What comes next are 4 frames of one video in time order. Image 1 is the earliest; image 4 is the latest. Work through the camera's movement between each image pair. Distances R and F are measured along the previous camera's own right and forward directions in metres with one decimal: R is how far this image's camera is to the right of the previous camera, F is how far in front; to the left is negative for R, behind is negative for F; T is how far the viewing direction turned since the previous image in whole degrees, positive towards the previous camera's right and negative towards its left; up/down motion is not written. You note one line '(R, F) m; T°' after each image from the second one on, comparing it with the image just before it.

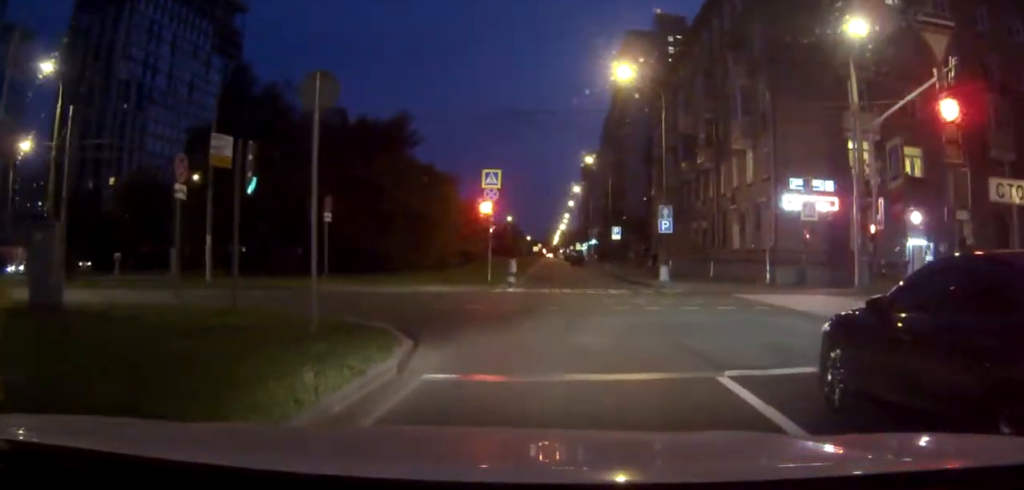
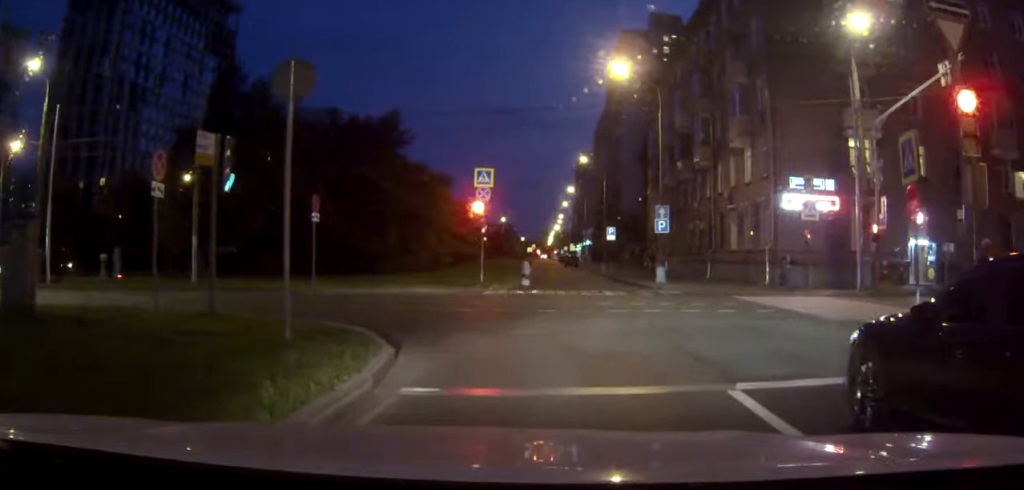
(+0.3, +0.4) m; 0°
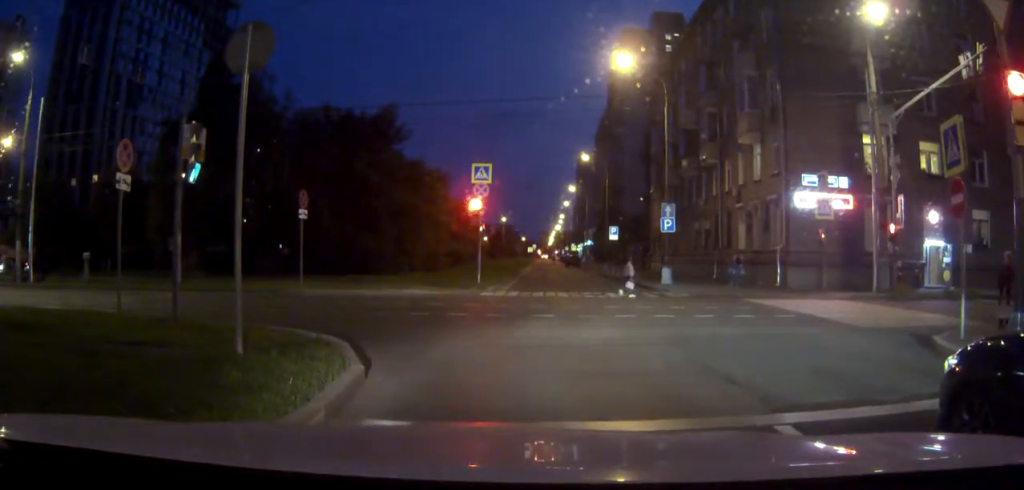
(+0.4, +1.0) m; 0°
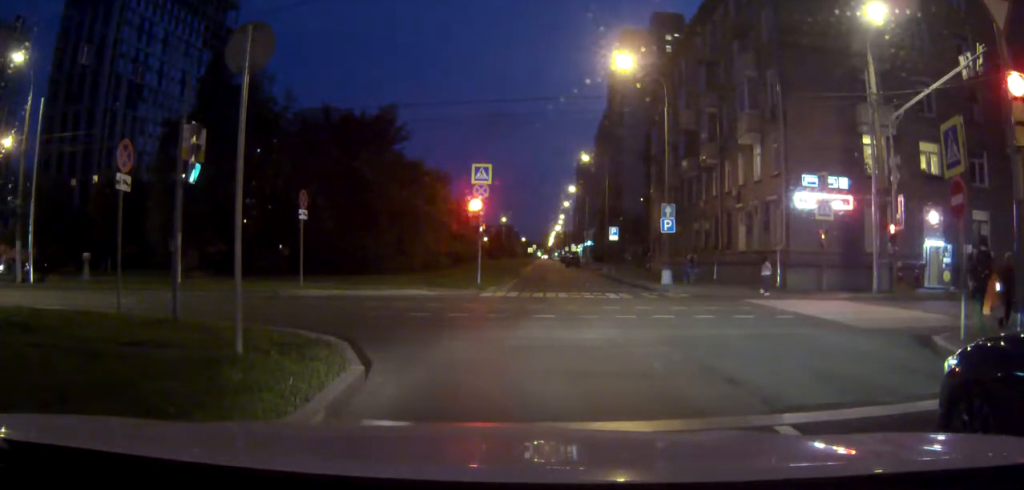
(0.0, +0.1) m; 0°
